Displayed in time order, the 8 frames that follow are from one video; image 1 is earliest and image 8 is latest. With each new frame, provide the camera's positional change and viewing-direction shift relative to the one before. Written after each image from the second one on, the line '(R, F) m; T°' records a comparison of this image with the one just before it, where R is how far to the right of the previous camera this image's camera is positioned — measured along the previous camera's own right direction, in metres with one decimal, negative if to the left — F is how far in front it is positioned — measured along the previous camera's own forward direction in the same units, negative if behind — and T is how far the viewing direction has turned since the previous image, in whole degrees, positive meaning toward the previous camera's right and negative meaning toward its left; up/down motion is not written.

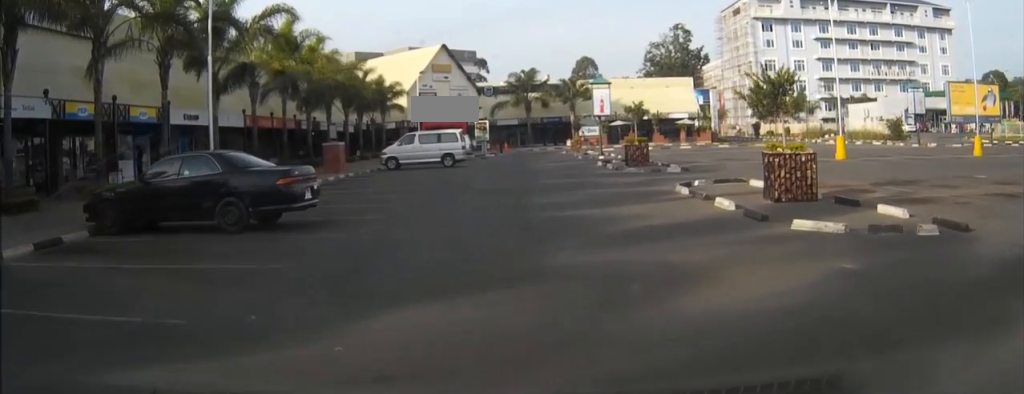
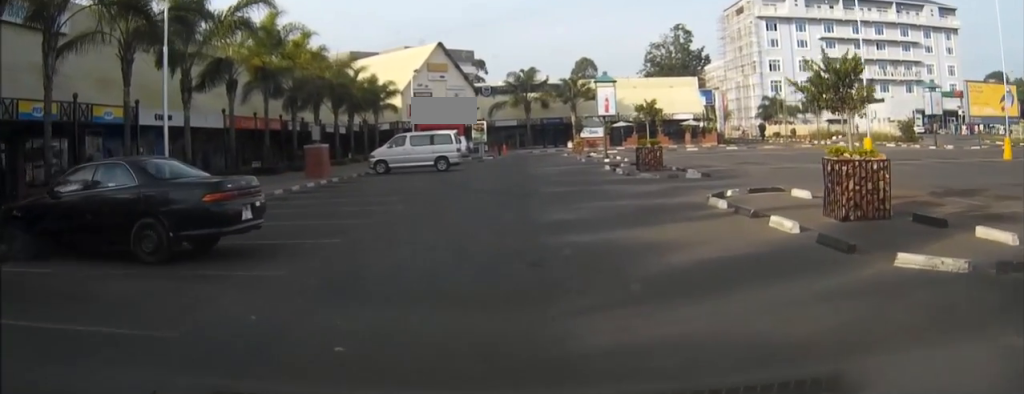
(0.0, +2.9) m; -1°
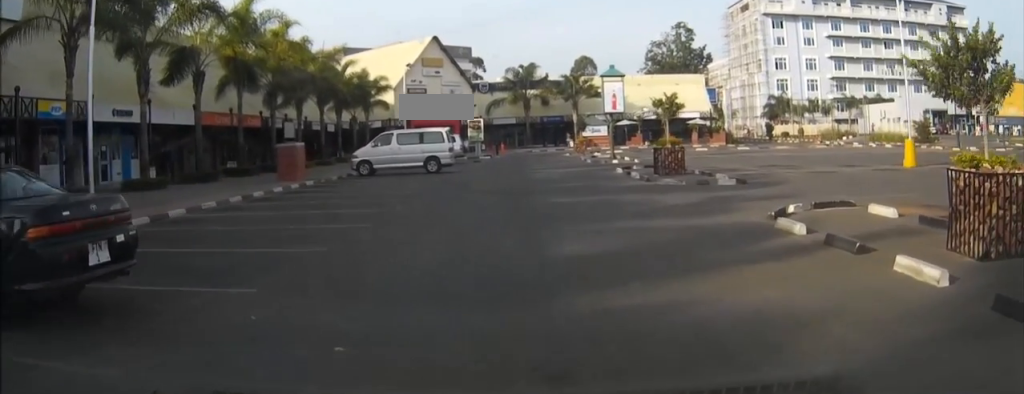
(0.0, +3.7) m; -2°
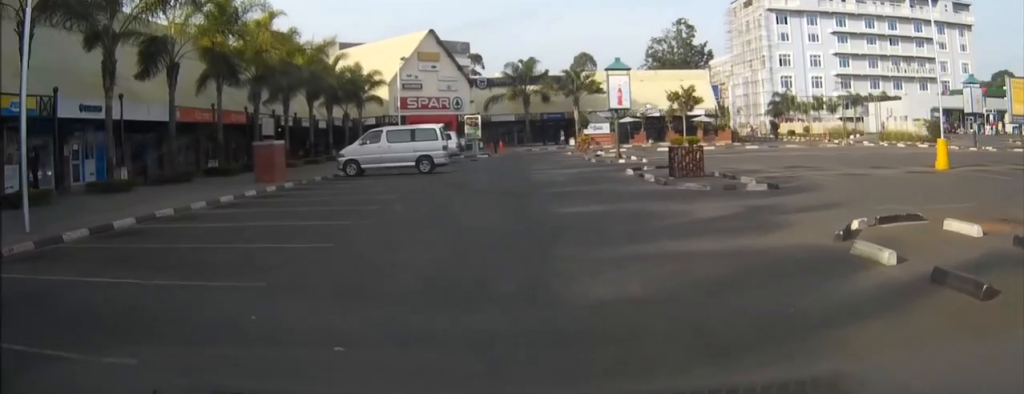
(0.0, +2.5) m; -1°
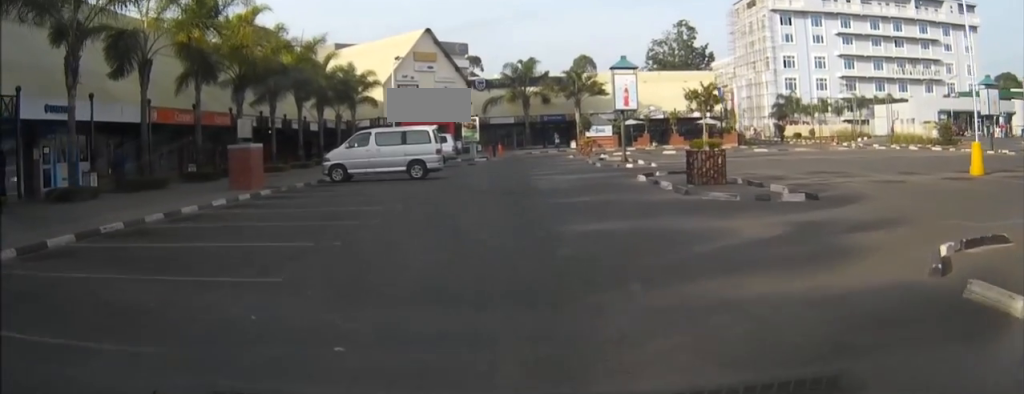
(-0.1, +2.4) m; +1°
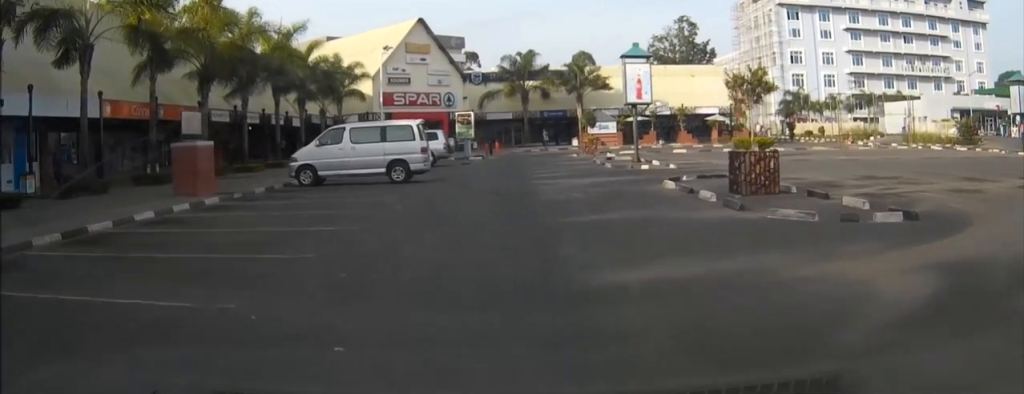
(0.0, +4.1) m; +1°
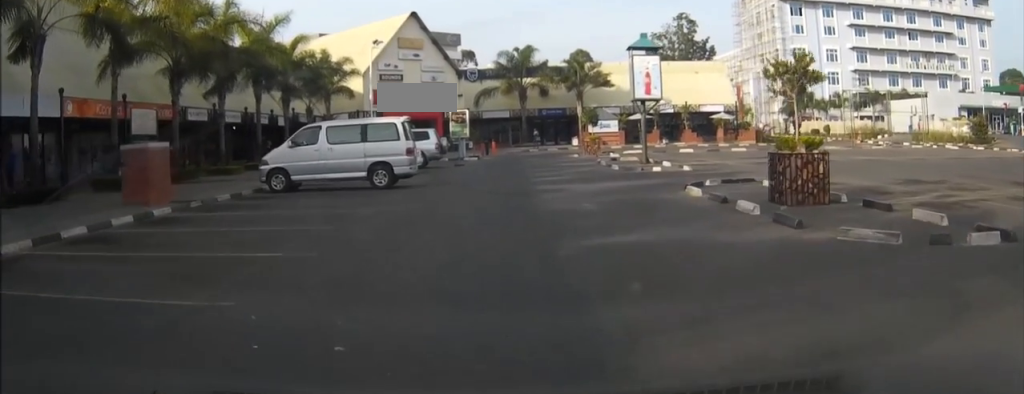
(+0.1, +2.7) m; +1°
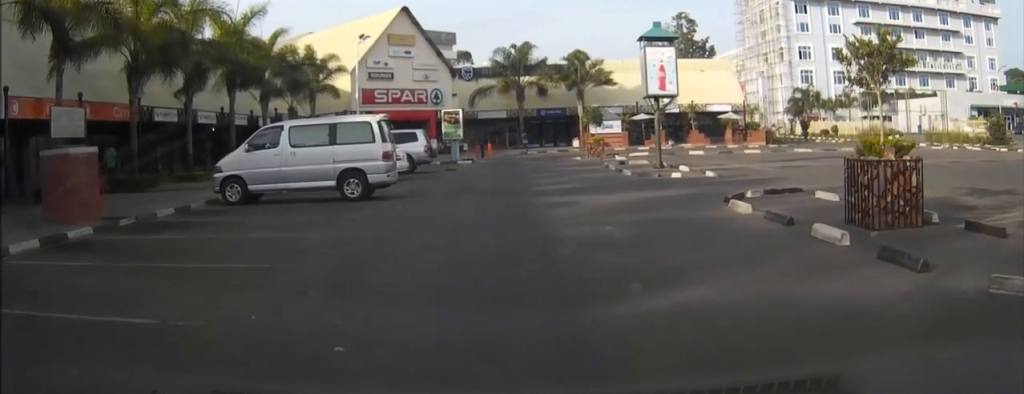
(-0.1, +3.4) m; +1°
